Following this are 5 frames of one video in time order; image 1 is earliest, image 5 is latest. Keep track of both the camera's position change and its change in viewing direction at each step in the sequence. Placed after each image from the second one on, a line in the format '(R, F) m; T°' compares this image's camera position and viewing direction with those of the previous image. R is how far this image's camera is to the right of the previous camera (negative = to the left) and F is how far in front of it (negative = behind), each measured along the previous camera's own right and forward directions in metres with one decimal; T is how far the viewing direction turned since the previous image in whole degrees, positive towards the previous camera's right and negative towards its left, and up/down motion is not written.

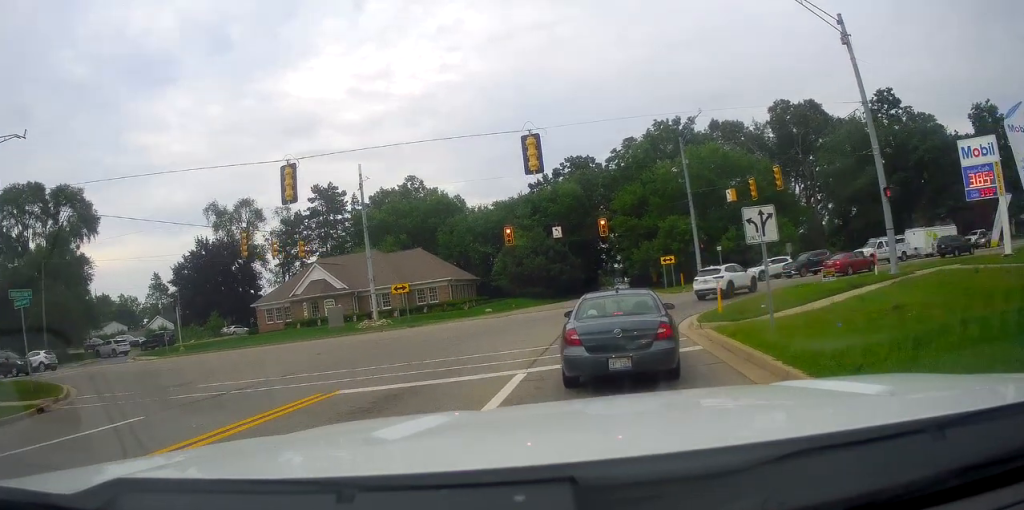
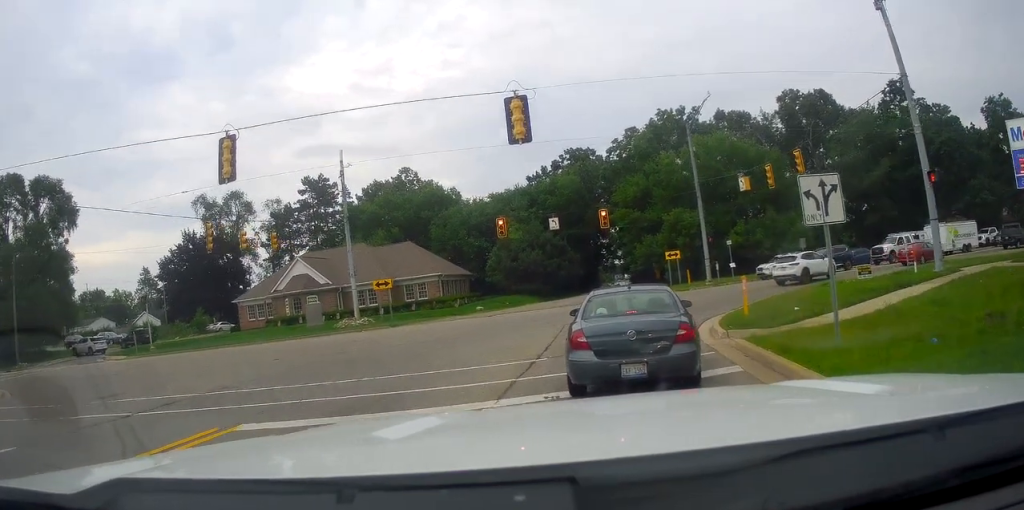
(+0.2, +4.3) m; +3°
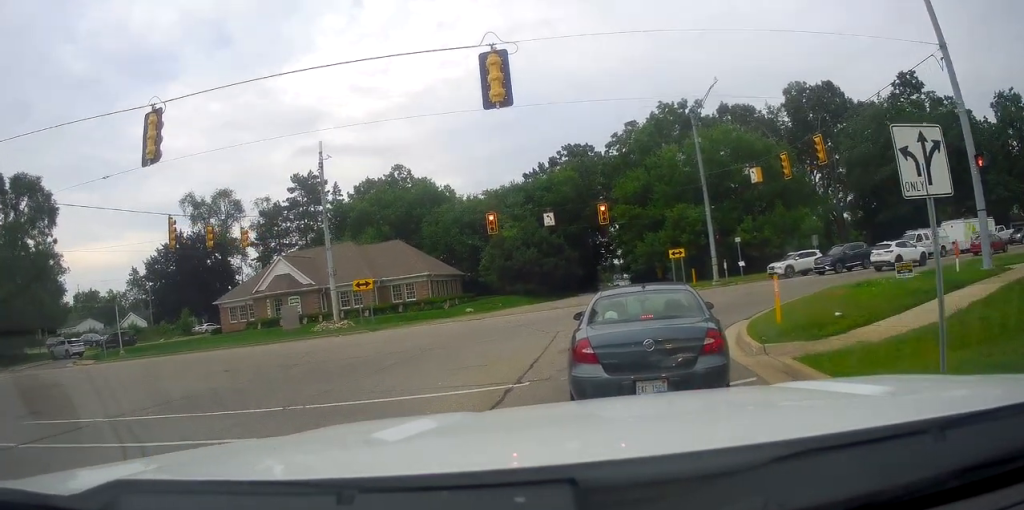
(0.0, +4.3) m; 0°
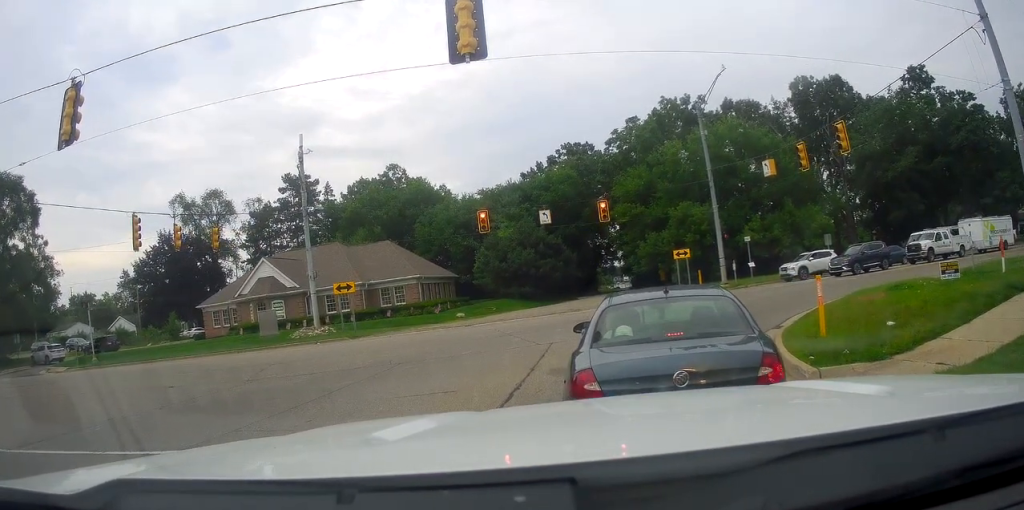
(0.0, +5.0) m; 0°
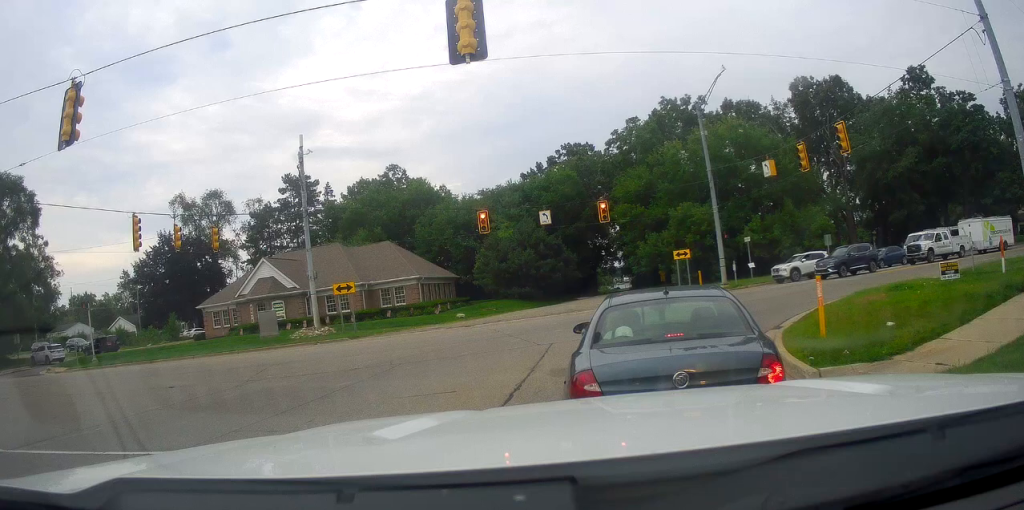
(0.0, 0.0) m; 0°
